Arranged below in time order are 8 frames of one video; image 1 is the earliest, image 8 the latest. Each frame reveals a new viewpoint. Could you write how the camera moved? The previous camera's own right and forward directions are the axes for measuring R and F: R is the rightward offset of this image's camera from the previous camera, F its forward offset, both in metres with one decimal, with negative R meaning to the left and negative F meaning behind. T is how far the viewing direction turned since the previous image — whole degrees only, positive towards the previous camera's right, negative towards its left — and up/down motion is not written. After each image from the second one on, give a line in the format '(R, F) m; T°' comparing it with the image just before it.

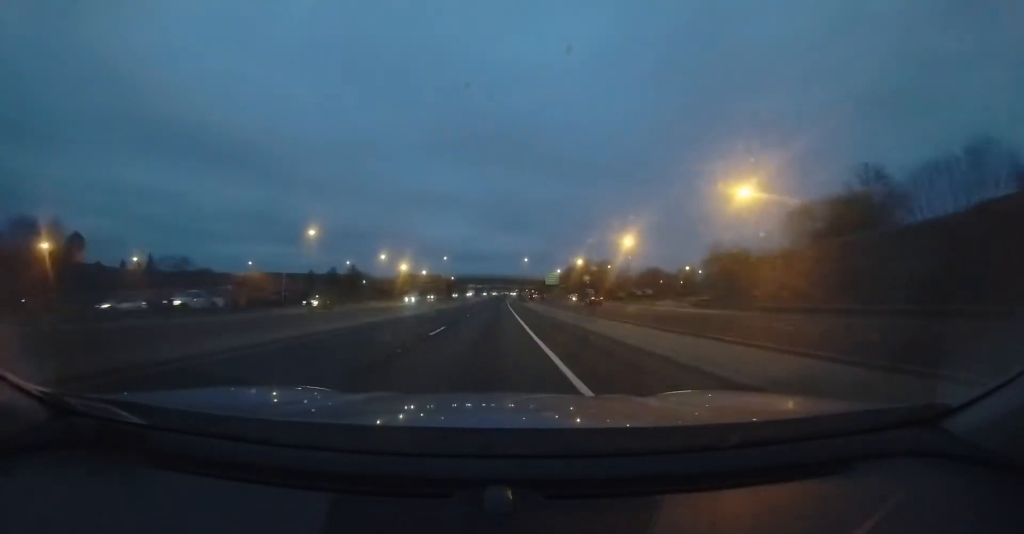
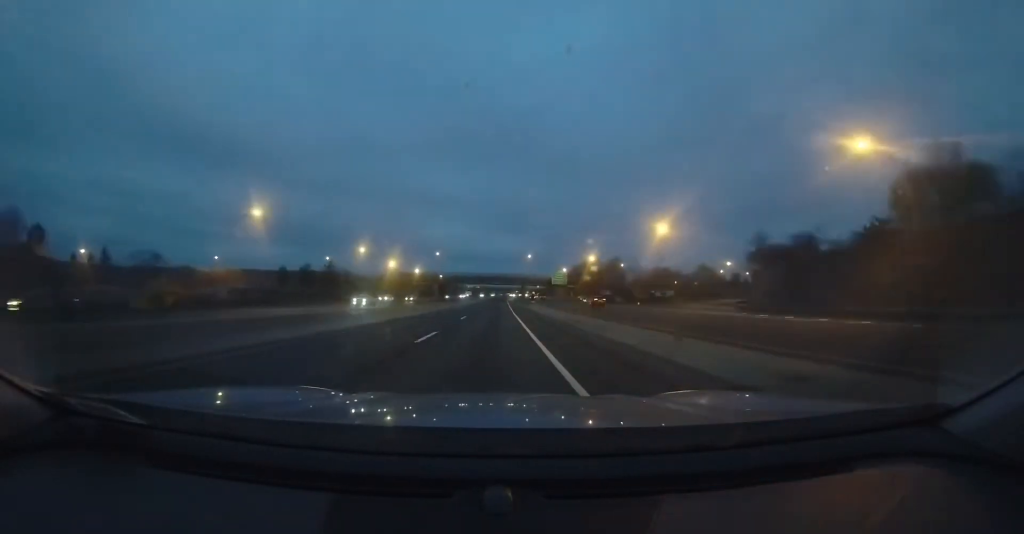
(+0.3, +14.3) m; 0°
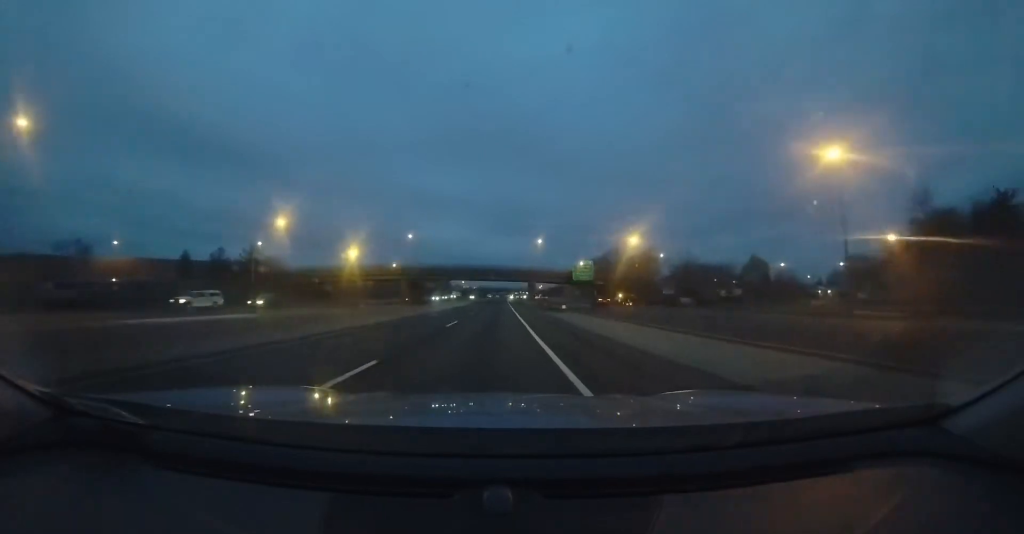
(-0.1, +30.7) m; 0°
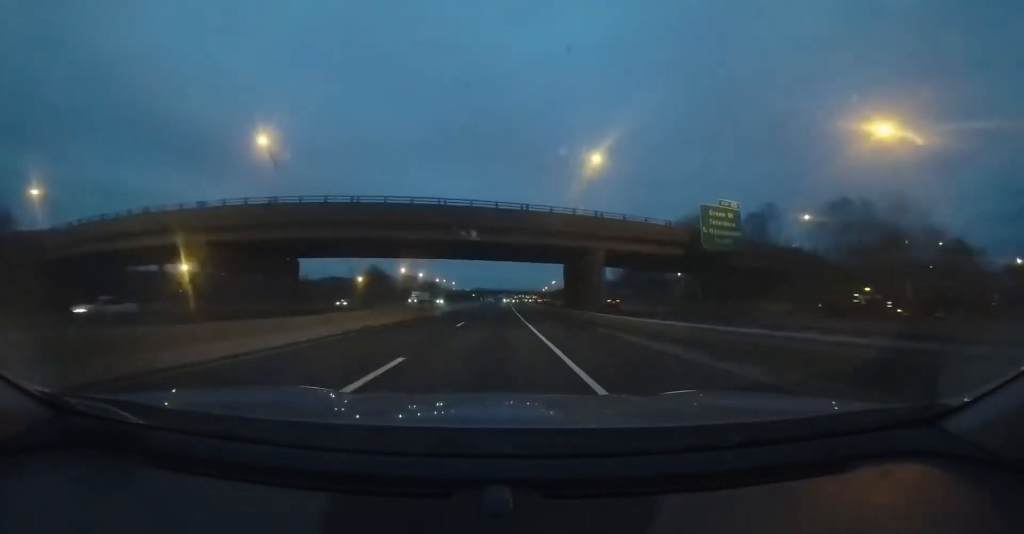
(+0.5, +47.5) m; +1°
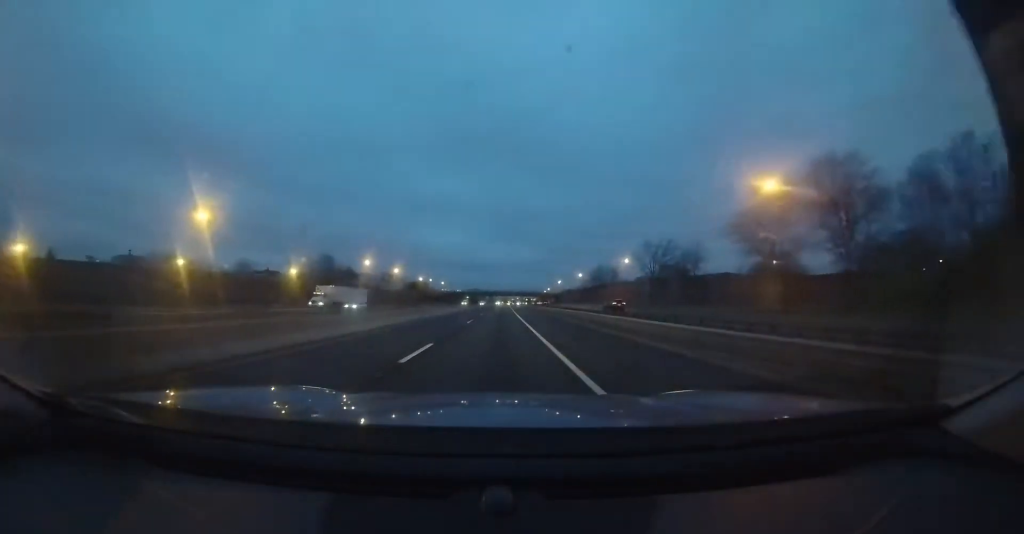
(0.0, +33.6) m; 0°
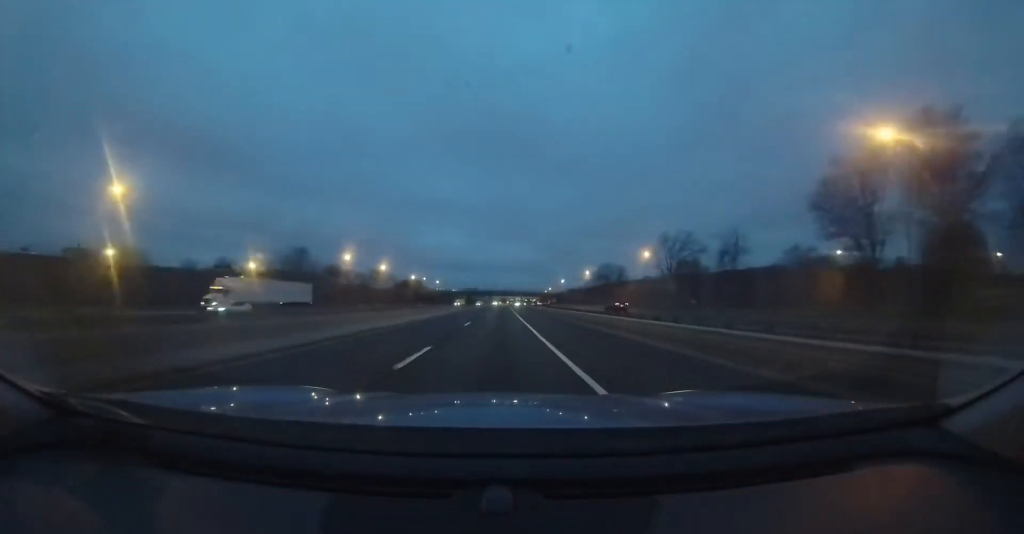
(-0.1, +13.1) m; 0°
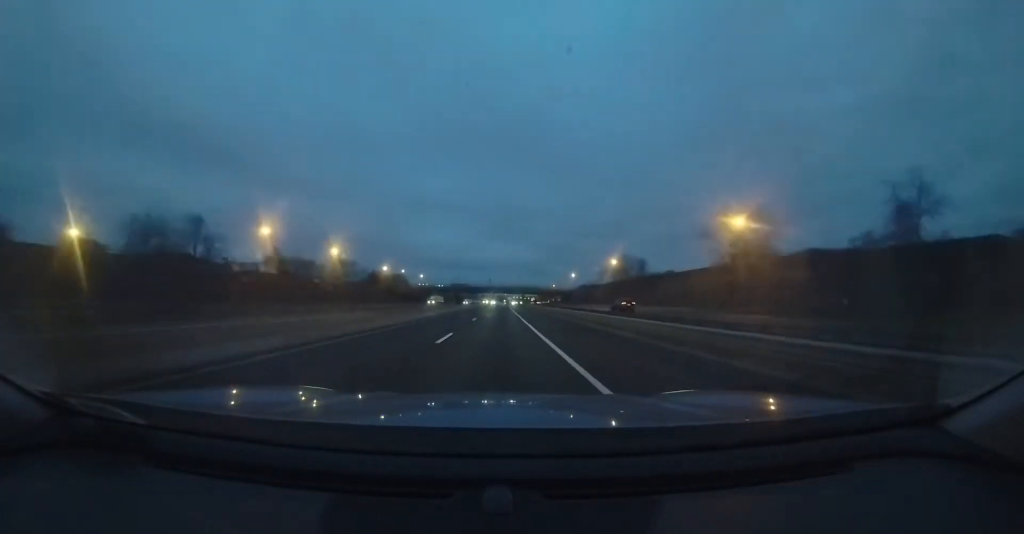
(+0.5, +32.6) m; 0°
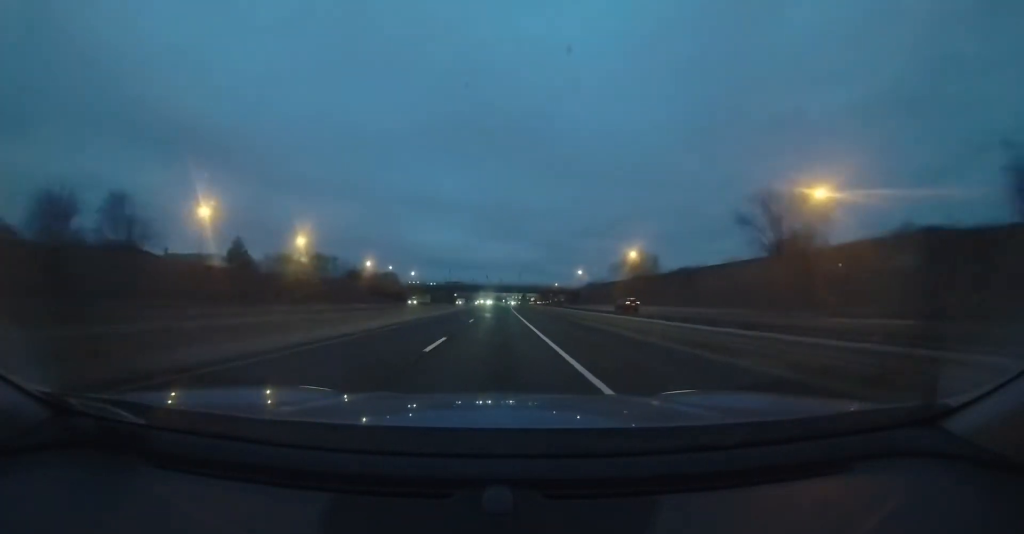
(-0.1, +14.4) m; 0°
